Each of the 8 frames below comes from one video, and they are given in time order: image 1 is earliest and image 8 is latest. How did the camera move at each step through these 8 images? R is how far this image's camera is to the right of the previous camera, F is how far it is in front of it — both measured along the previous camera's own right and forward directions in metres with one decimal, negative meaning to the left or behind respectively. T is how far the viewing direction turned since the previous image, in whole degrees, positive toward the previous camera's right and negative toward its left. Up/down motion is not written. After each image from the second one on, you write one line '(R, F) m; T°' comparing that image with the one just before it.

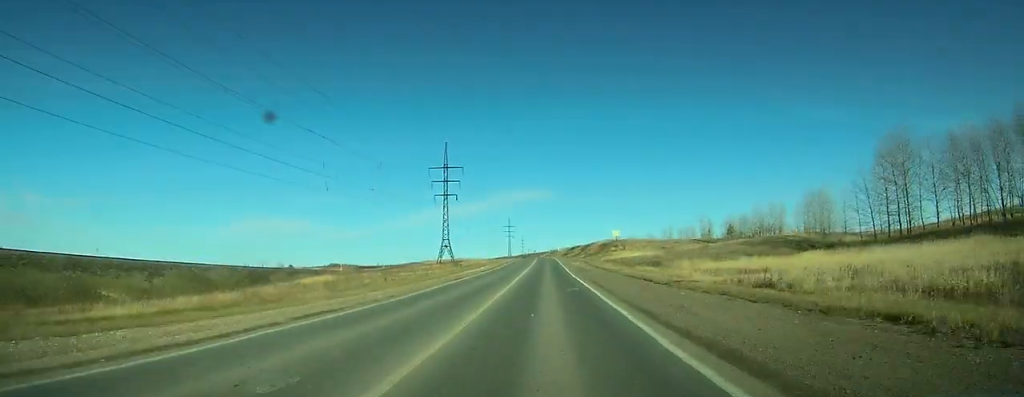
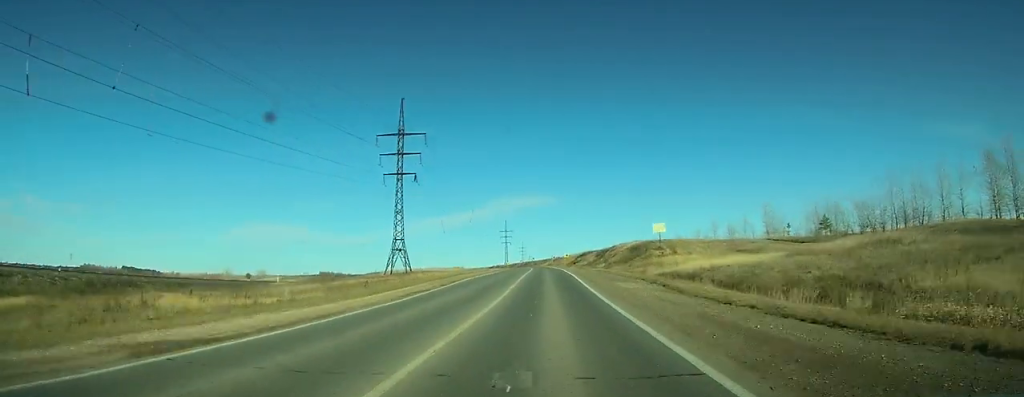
(-0.1, +45.3) m; 0°
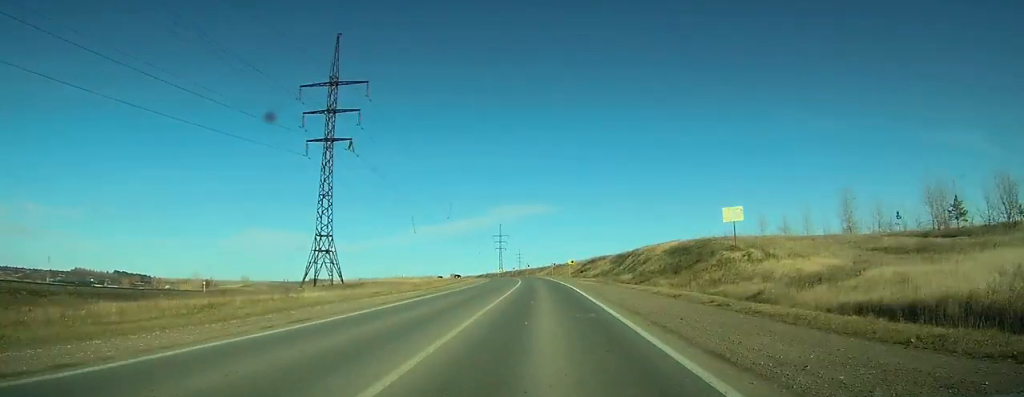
(+0.2, +32.4) m; 0°
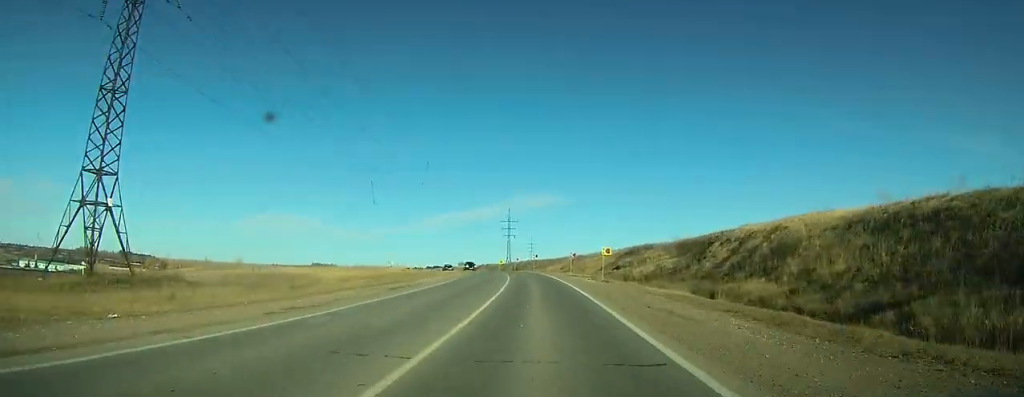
(-0.1, +38.8) m; -1°
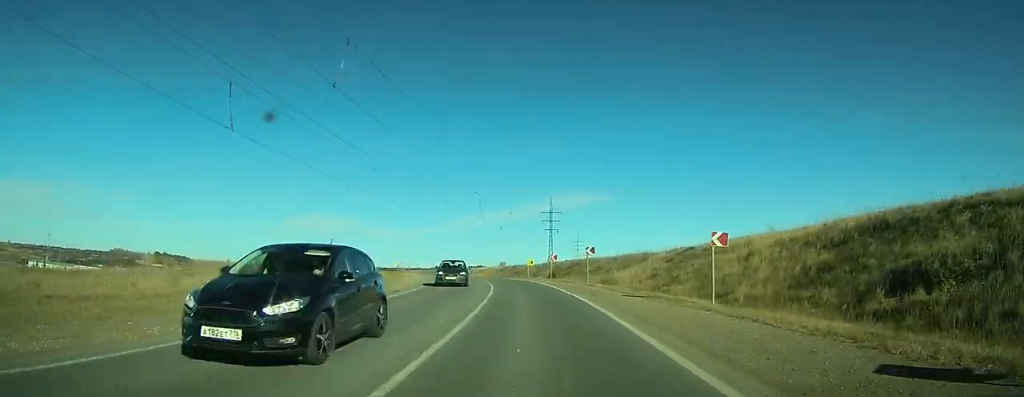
(-0.7, +50.3) m; -3°
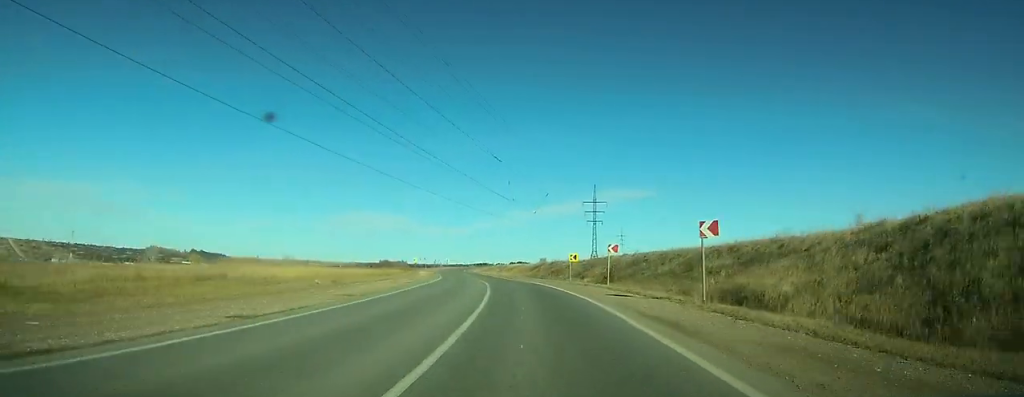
(-0.8, +23.6) m; -4°
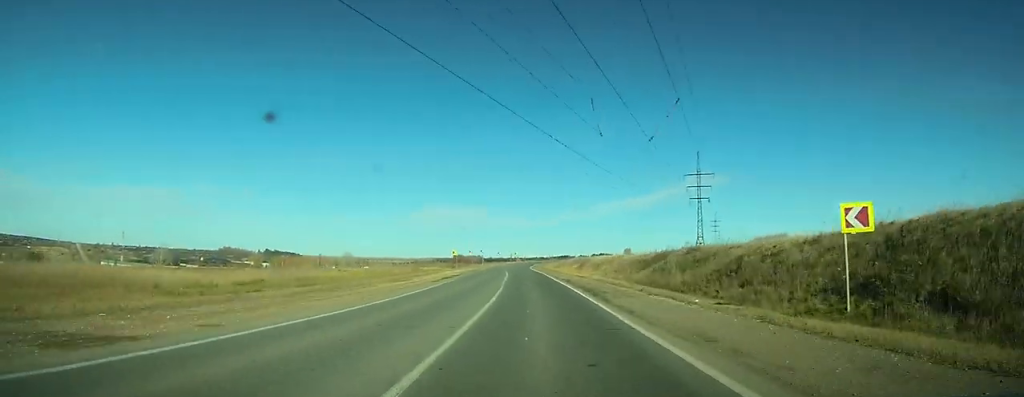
(-2.8, +42.5) m; -7°
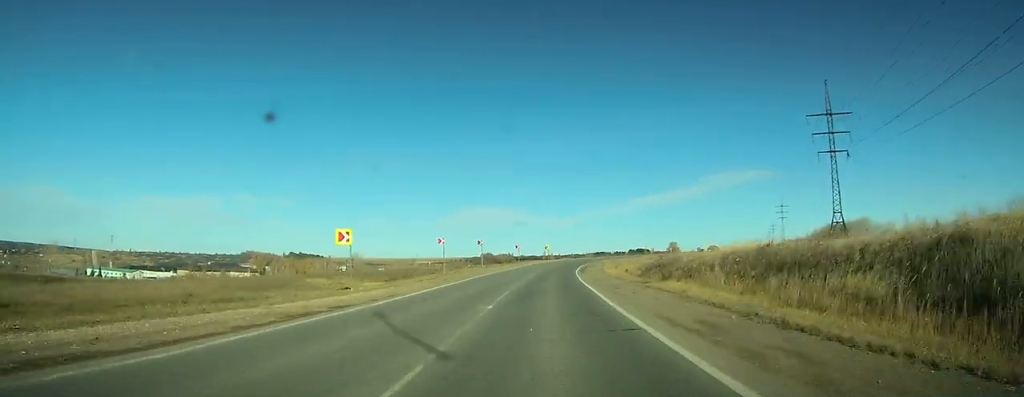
(-3.2, +54.7) m; -5°
